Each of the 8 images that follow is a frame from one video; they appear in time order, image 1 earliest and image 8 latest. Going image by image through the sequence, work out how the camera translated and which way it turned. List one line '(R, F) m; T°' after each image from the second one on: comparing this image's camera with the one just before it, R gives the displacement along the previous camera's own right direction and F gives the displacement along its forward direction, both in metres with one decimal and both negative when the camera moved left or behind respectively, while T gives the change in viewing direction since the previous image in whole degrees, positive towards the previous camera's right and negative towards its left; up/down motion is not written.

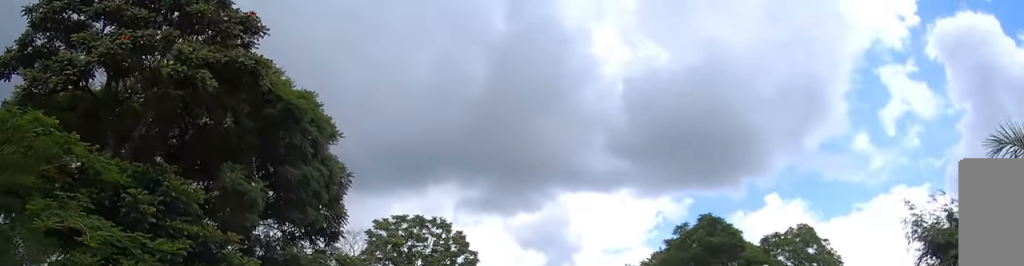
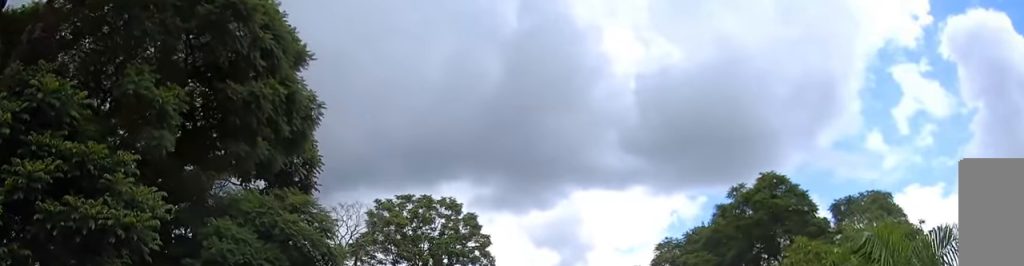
(-0.1, +7.3) m; 0°
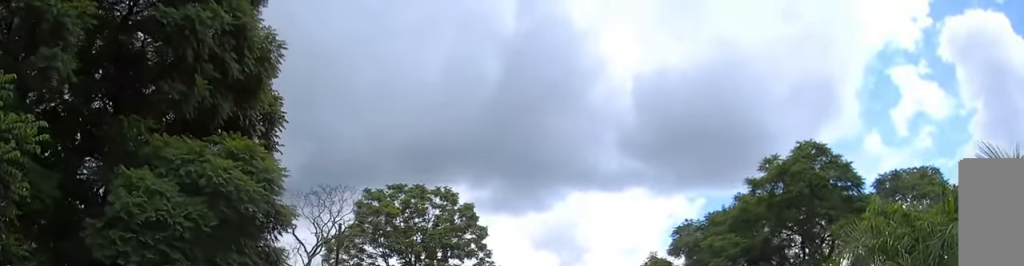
(+0.1, +4.8) m; 0°
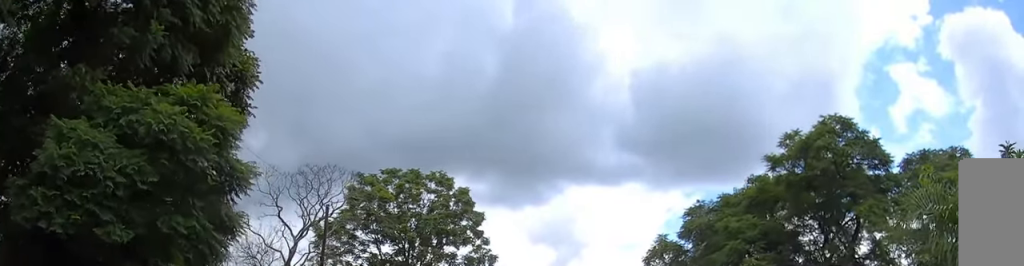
(0.0, +2.9) m; 0°
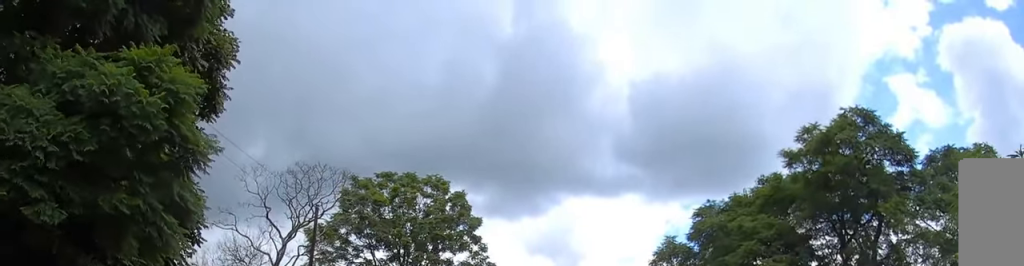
(0.0, +2.3) m; -1°
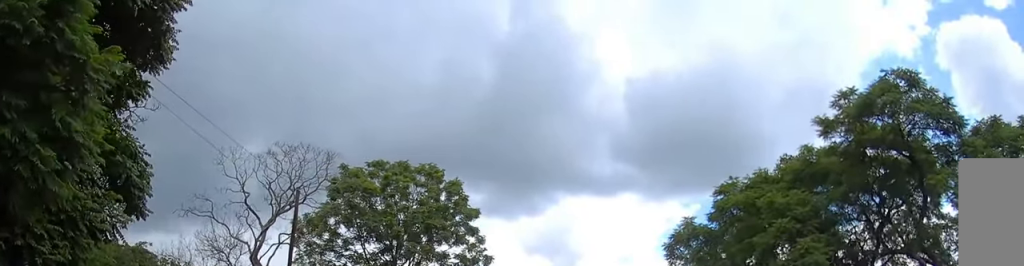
(0.0, +3.5) m; 0°
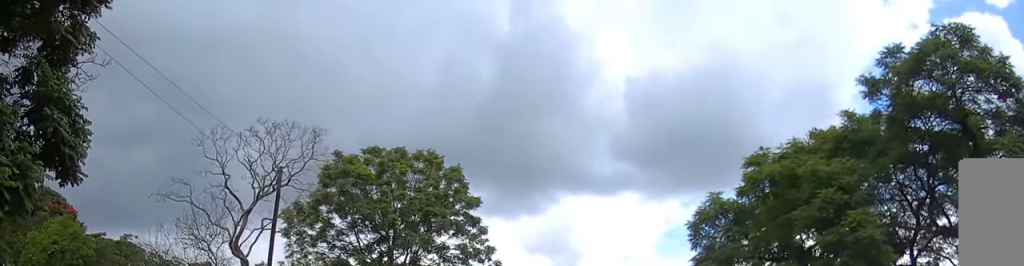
(0.0, +2.7) m; +1°
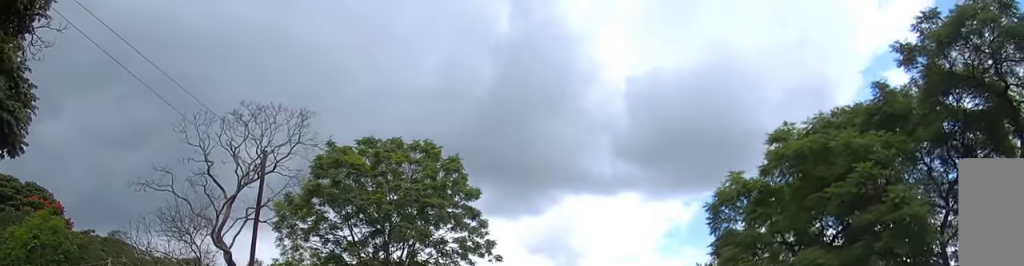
(0.0, +1.6) m; +1°
